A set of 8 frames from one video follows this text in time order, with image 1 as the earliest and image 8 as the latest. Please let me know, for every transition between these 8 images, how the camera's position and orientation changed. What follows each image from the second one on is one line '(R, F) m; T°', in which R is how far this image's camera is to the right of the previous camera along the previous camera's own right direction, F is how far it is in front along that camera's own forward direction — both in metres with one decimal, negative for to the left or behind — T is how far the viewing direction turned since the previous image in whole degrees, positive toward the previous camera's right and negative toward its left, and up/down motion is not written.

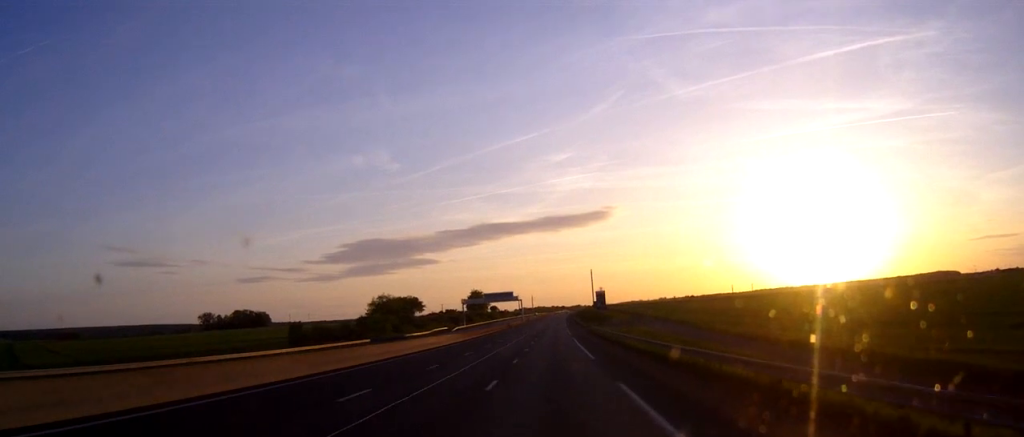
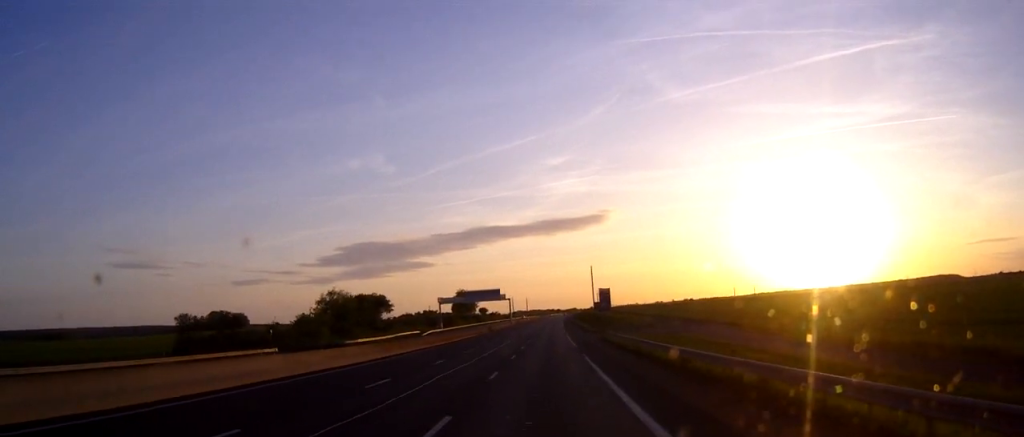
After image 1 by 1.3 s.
(+0.1, +35.2) m; 0°
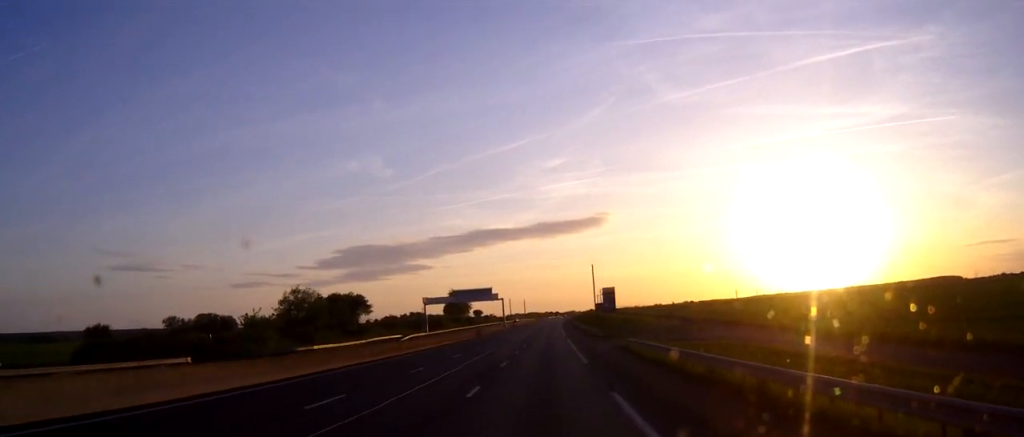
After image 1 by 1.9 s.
(0.0, +18.6) m; 0°
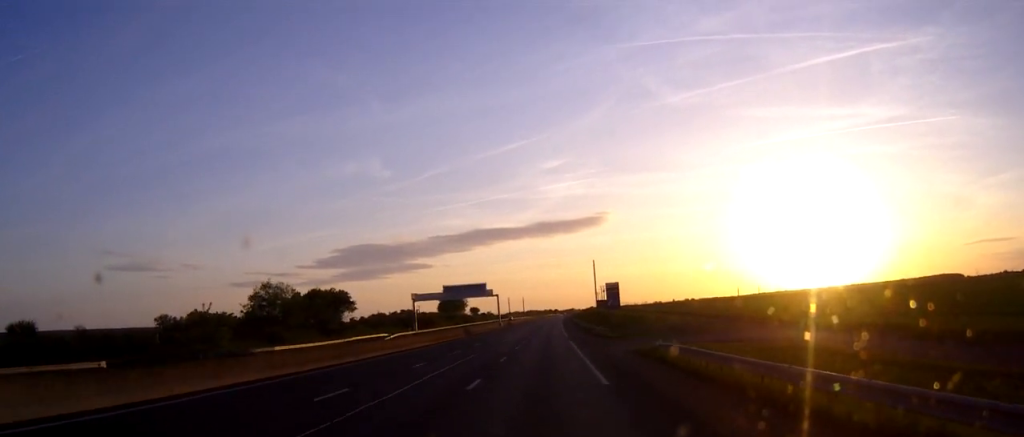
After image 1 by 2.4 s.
(0.0, +12.1) m; 0°
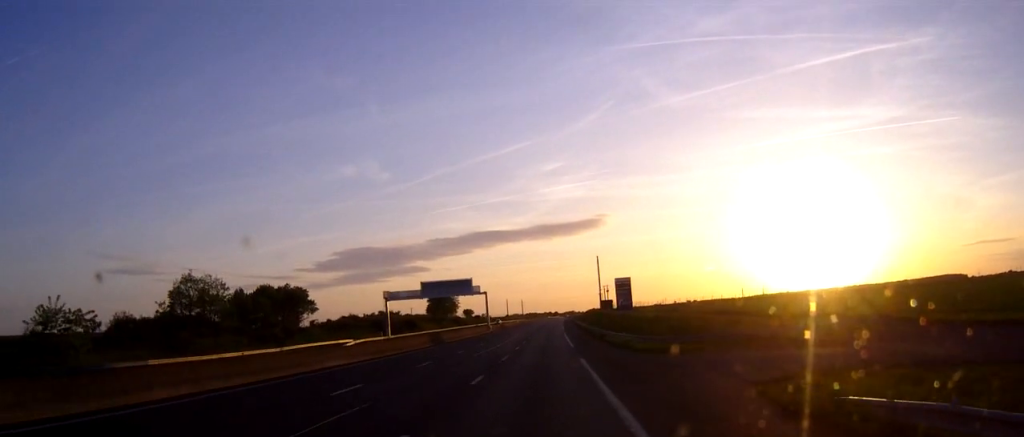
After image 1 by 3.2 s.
(0.0, +24.1) m; 0°
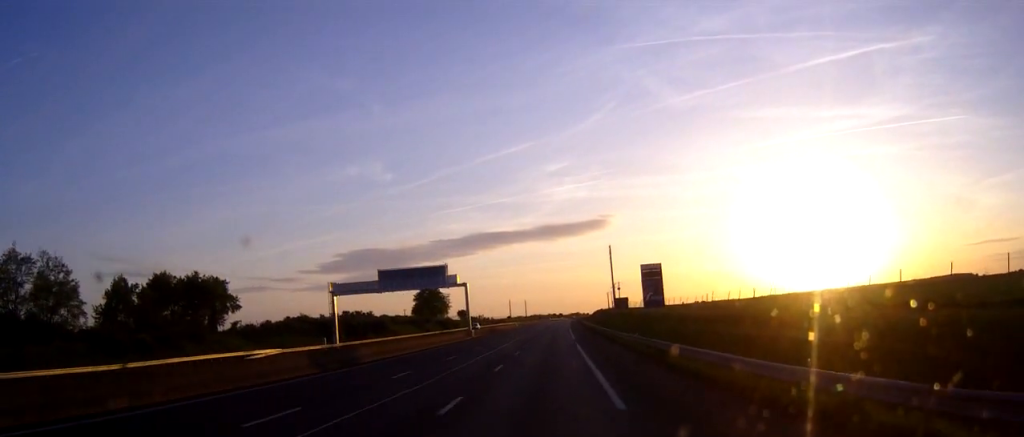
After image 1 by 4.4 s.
(0.0, +32.5) m; 0°
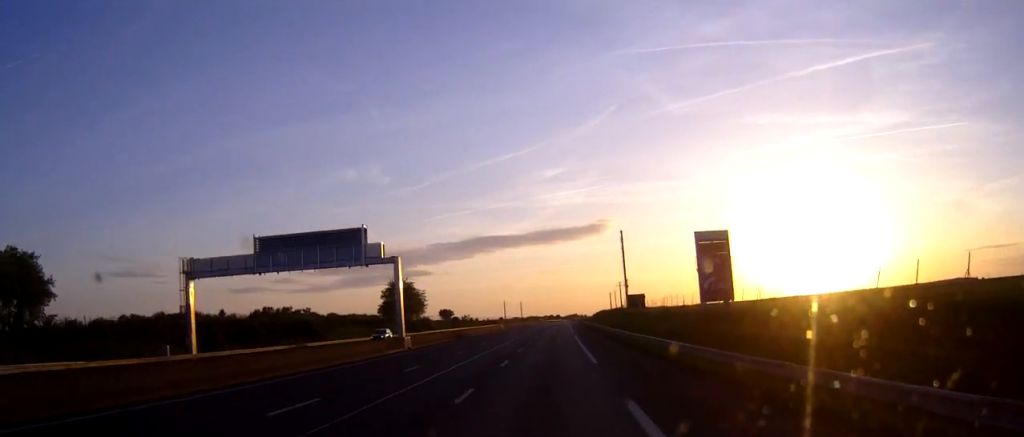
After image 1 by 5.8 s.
(0.0, +38.1) m; 0°
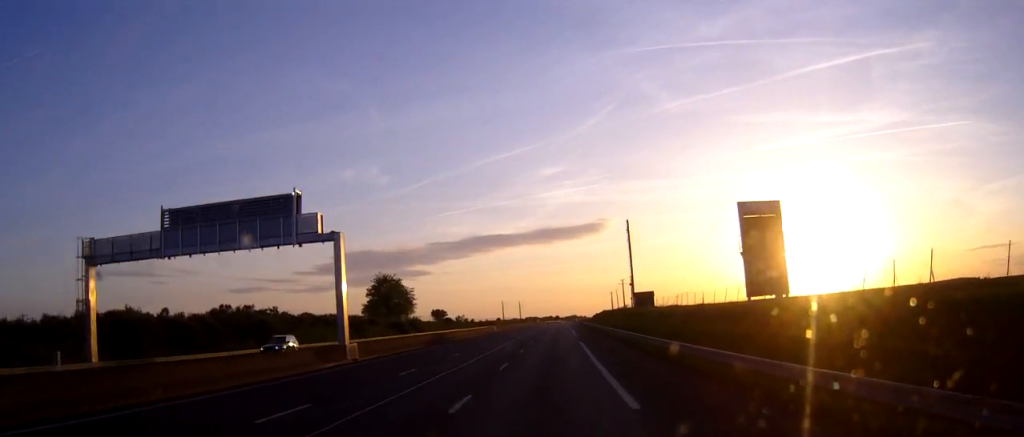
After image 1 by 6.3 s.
(+0.1, +13.9) m; 0°
